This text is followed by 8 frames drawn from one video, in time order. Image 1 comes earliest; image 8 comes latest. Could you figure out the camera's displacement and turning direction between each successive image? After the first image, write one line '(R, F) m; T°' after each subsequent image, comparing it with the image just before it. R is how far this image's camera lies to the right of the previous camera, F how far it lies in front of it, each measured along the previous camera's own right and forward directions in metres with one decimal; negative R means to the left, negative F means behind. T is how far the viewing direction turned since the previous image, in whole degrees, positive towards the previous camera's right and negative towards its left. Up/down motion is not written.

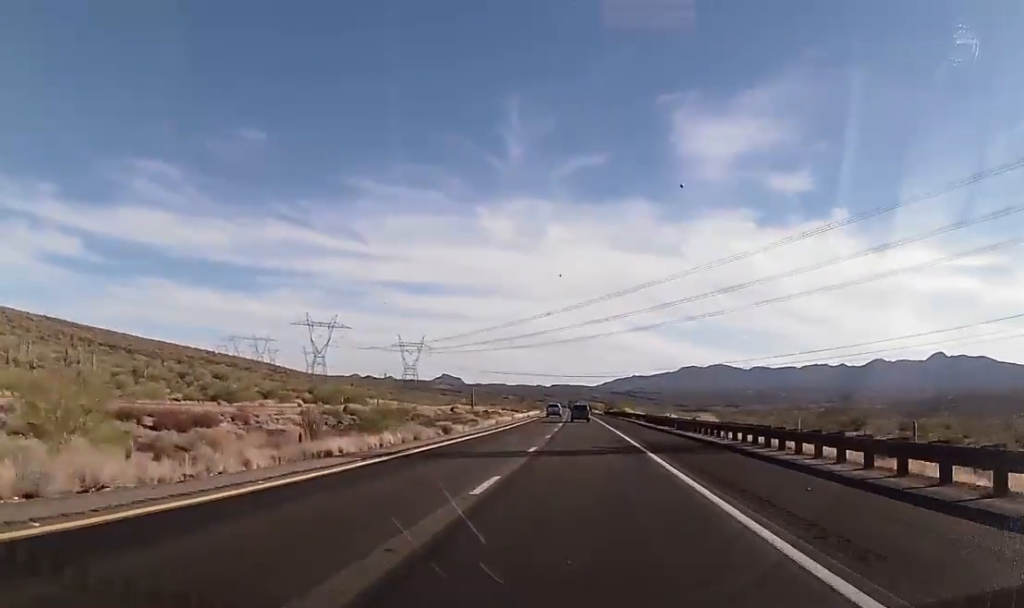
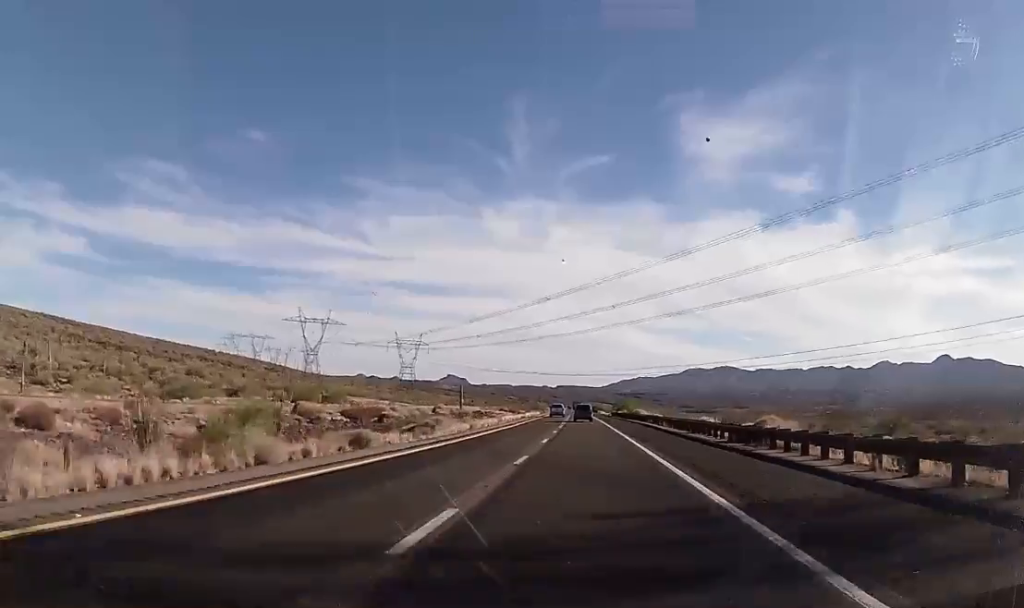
(0.0, +17.6) m; -1°
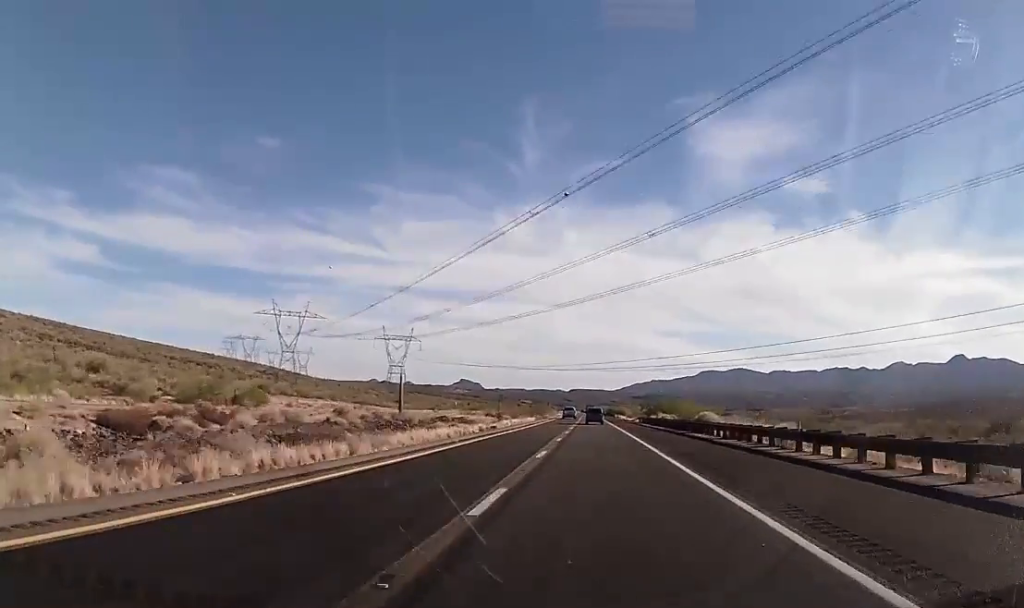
(-0.8, +45.8) m; -1°
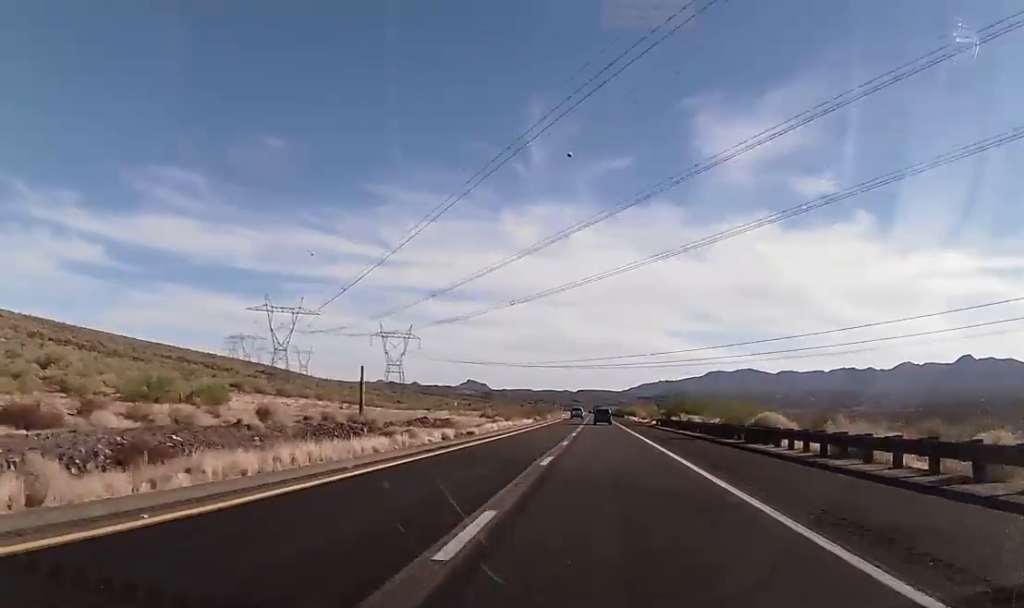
(0.0, +15.1) m; 0°
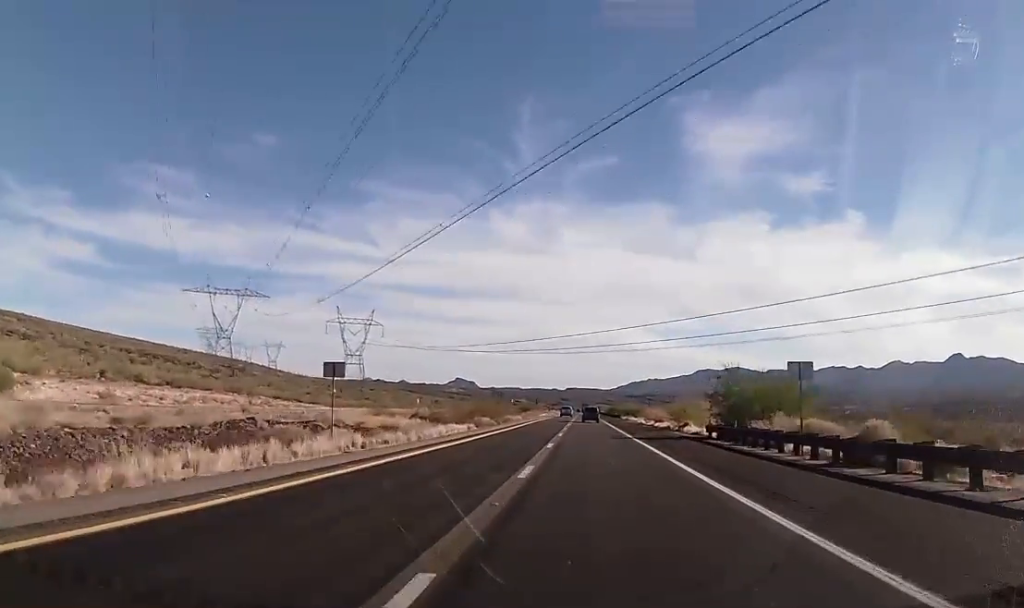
(-0.2, +40.6) m; -1°
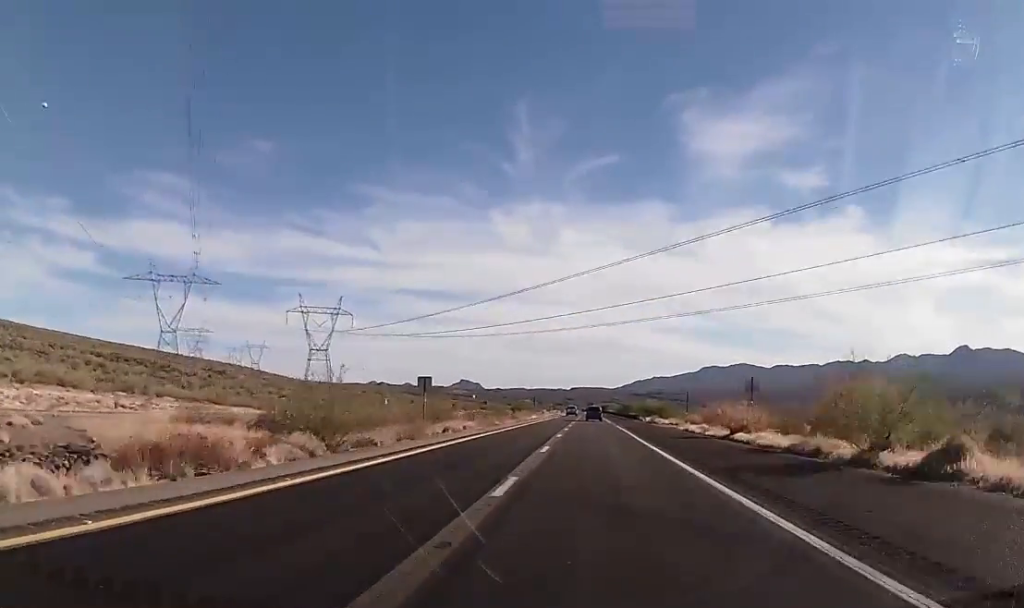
(0.0, +40.3) m; 0°
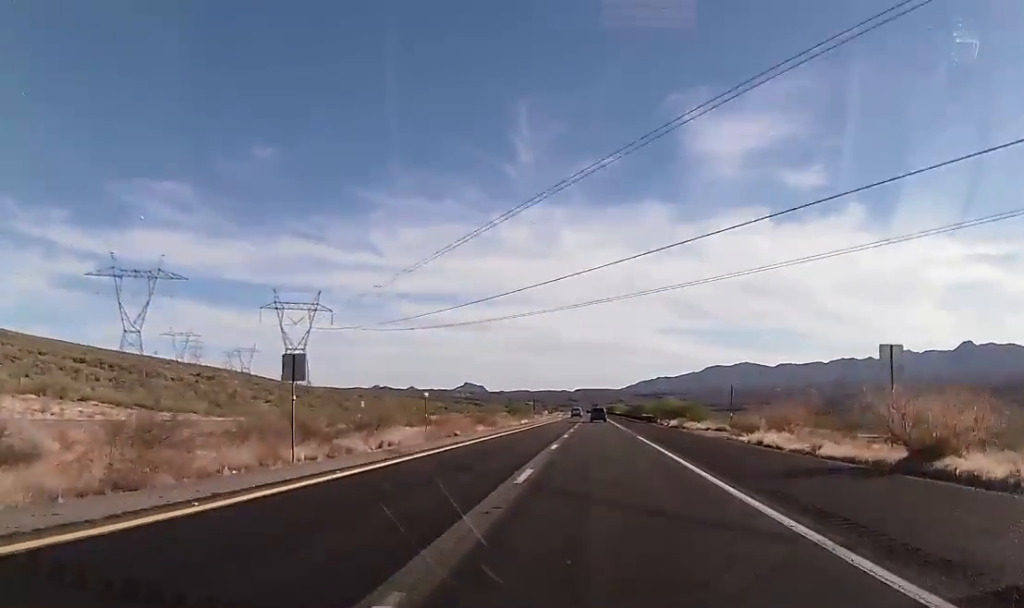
(+0.1, +23.1) m; 0°
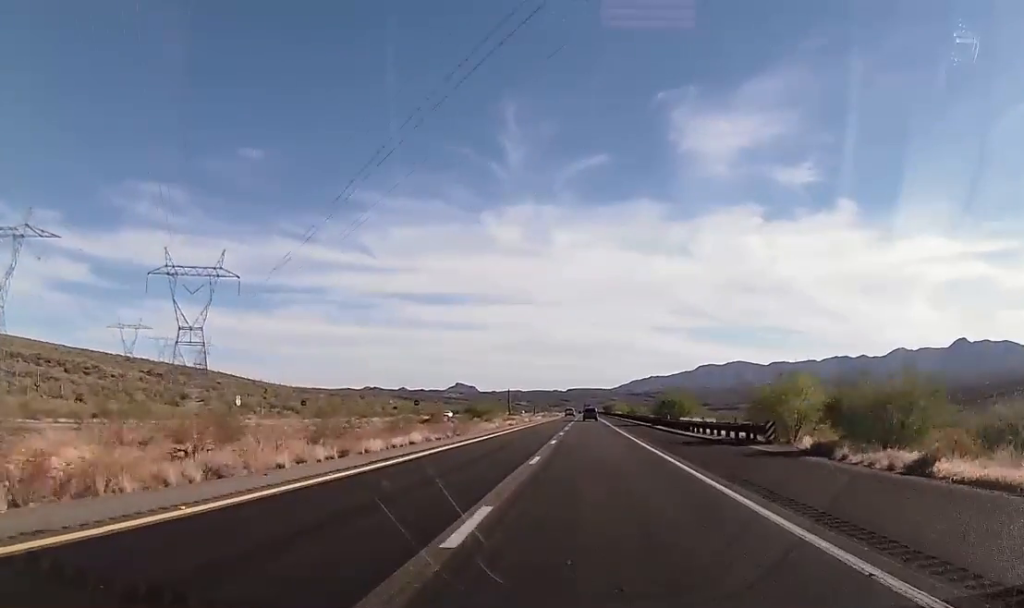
(+0.1, +55.5) m; 0°
